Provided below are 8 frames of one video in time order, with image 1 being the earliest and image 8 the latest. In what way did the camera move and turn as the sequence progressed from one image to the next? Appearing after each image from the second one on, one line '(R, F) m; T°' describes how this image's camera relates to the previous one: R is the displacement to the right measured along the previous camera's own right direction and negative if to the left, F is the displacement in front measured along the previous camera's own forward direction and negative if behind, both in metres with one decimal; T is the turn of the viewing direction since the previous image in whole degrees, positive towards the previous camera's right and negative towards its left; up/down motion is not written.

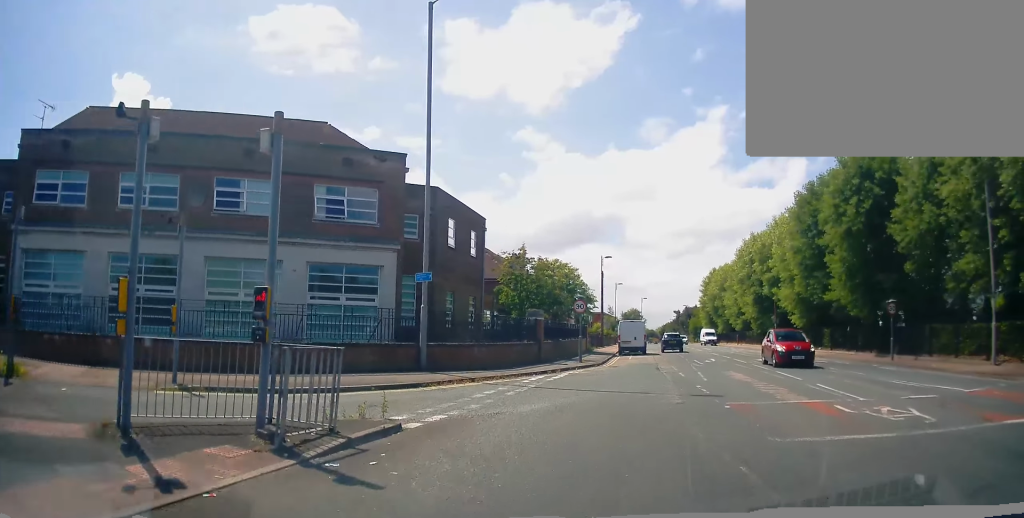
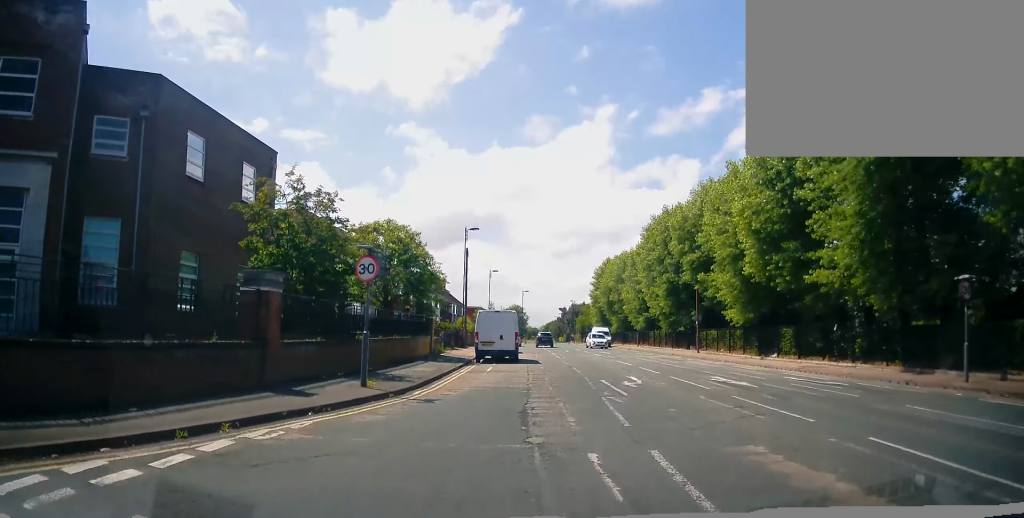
(+2.9, +14.1) m; +15°
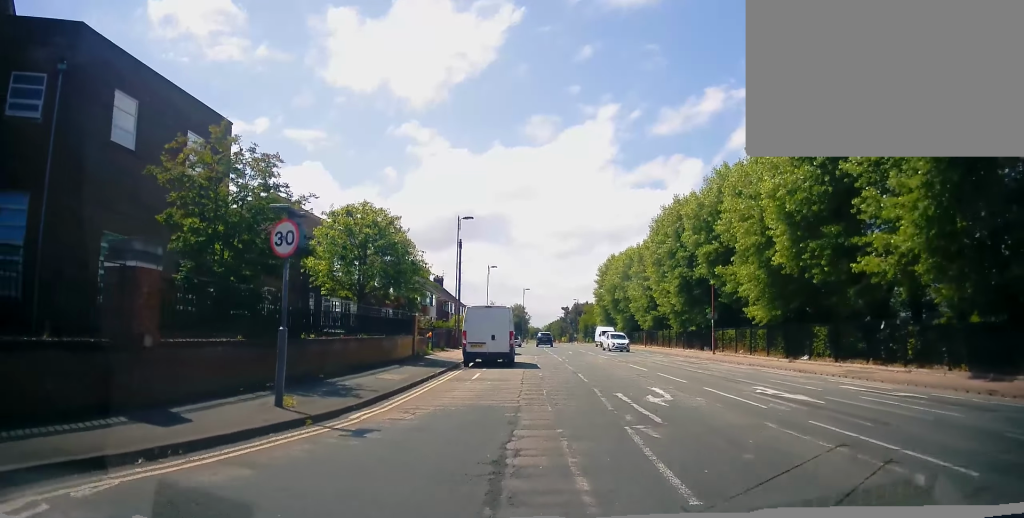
(-0.2, +4.1) m; -2°
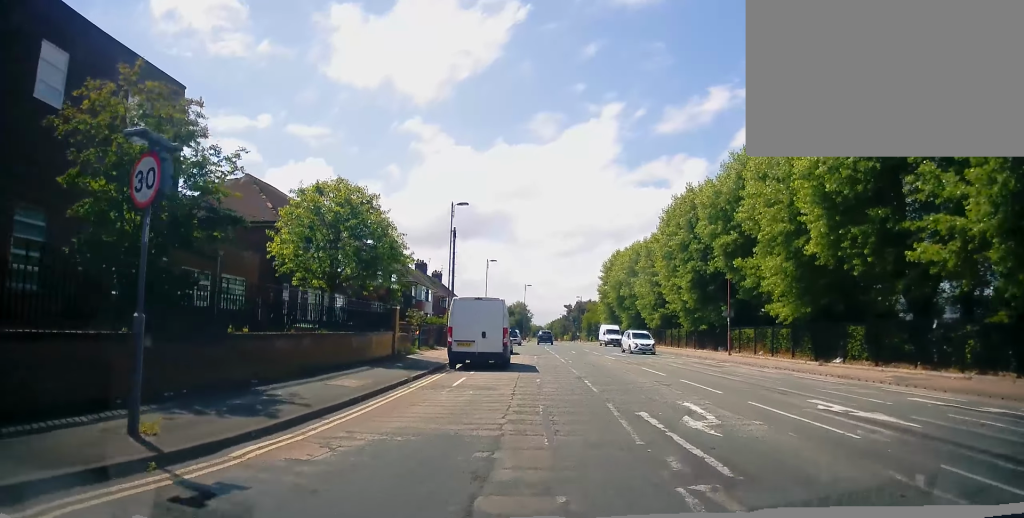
(-0.1, +3.5) m; -2°
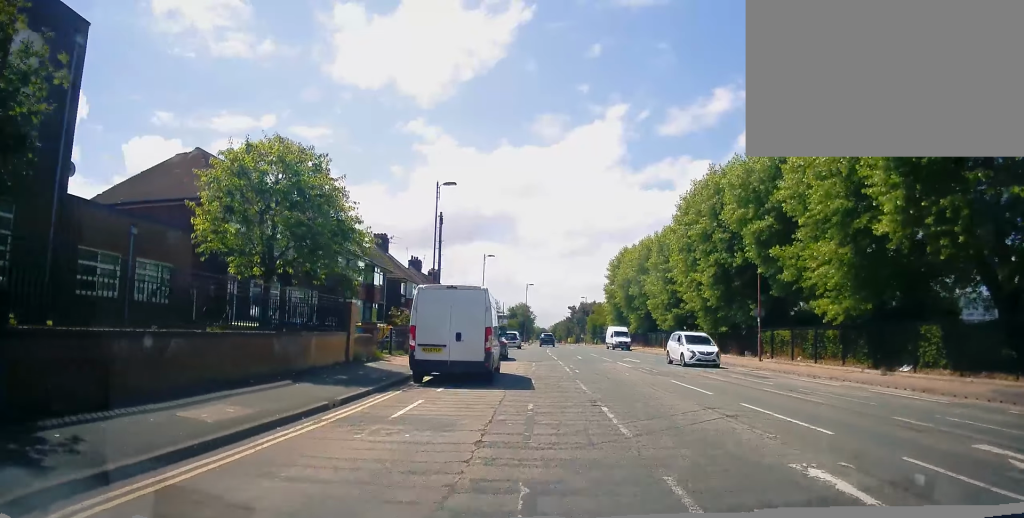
(0.0, +5.5) m; -2°
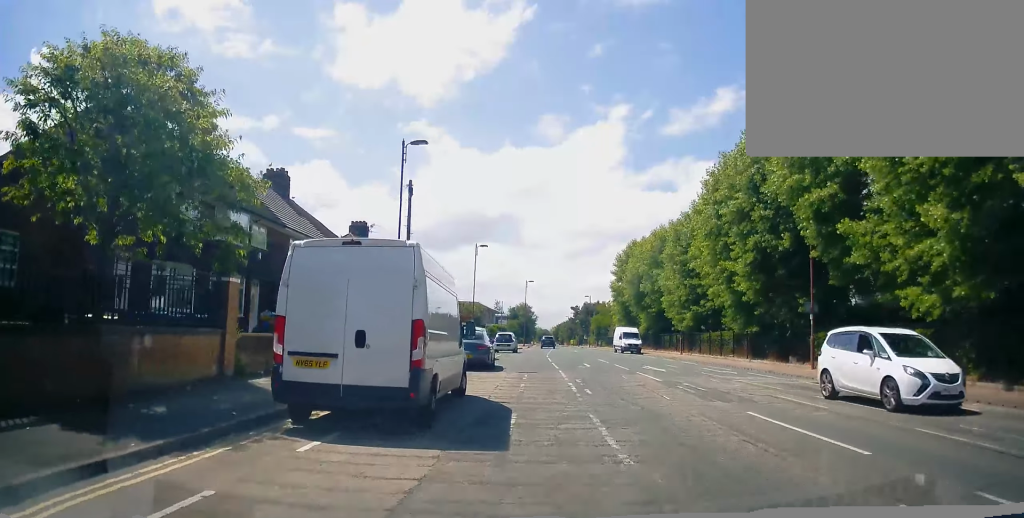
(-0.3, +7.4) m; +1°
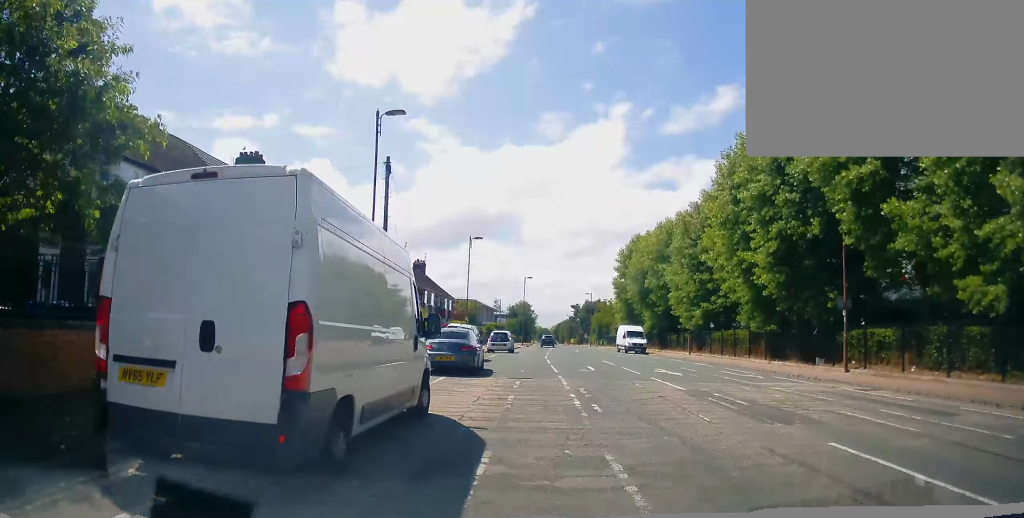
(+0.1, +3.5) m; 0°
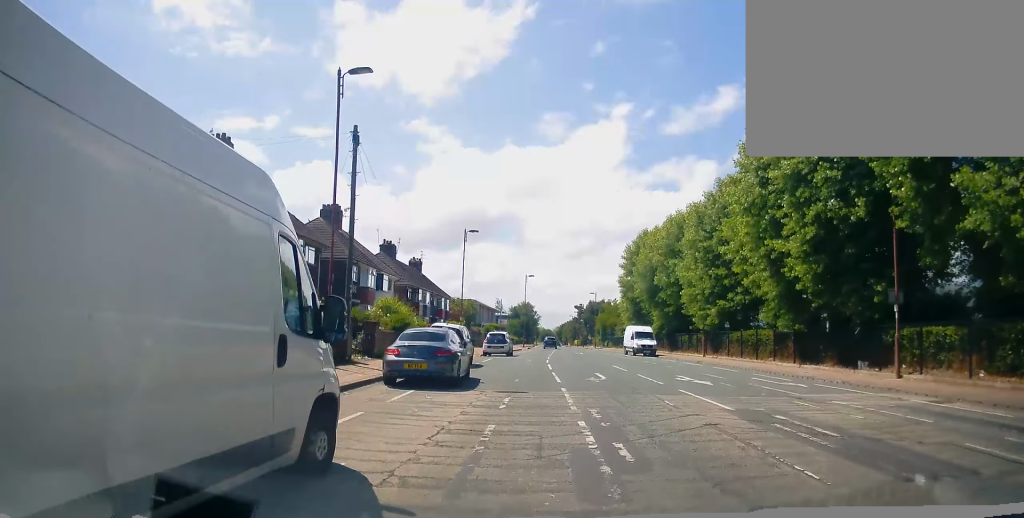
(+0.3, +4.0) m; 0°
